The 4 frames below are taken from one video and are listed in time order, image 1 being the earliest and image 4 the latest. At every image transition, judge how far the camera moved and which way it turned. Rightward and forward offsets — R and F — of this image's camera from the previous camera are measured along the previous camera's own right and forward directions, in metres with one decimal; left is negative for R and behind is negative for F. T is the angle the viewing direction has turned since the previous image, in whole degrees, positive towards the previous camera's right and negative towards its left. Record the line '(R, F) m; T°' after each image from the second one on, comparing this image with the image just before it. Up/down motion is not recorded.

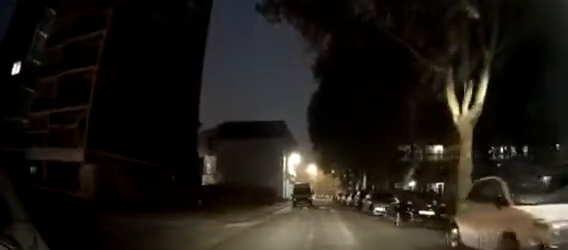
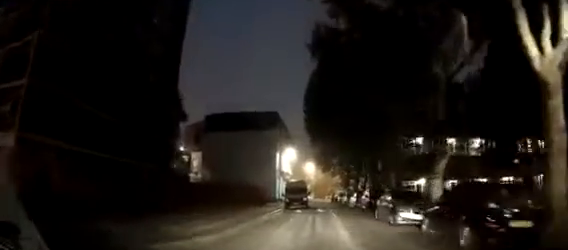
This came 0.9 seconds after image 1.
(0.0, +5.1) m; +1°
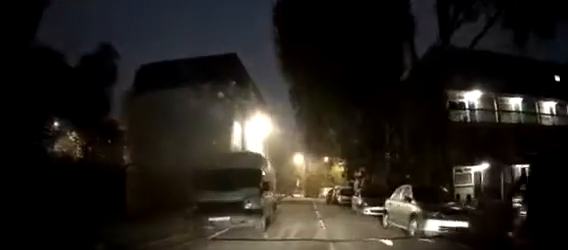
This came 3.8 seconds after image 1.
(0.0, +16.8) m; 0°
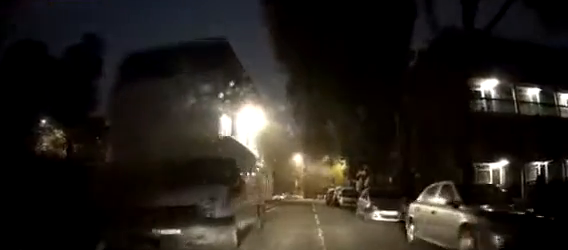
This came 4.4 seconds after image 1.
(0.0, +3.2) m; 0°
